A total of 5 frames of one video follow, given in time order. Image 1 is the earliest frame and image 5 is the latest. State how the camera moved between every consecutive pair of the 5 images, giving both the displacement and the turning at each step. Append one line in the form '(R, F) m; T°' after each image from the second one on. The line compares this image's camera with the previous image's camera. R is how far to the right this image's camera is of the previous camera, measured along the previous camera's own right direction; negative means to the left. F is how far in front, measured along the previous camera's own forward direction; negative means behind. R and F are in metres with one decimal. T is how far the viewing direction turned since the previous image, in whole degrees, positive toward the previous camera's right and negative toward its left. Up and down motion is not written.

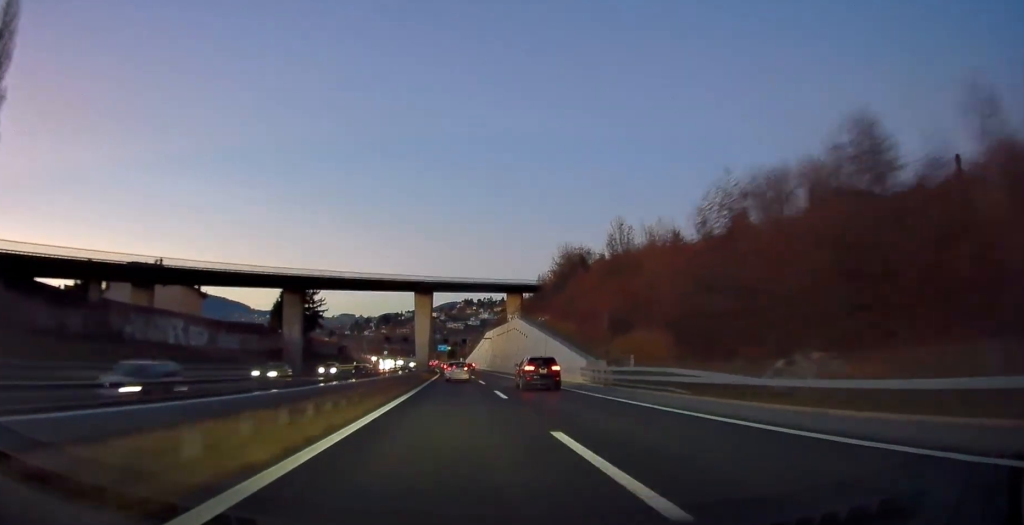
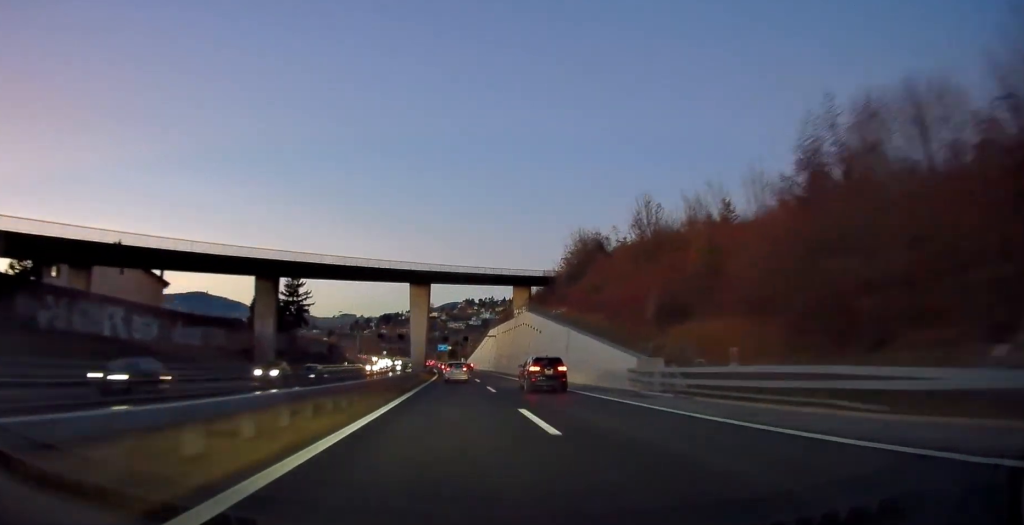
(0.0, +12.6) m; 0°
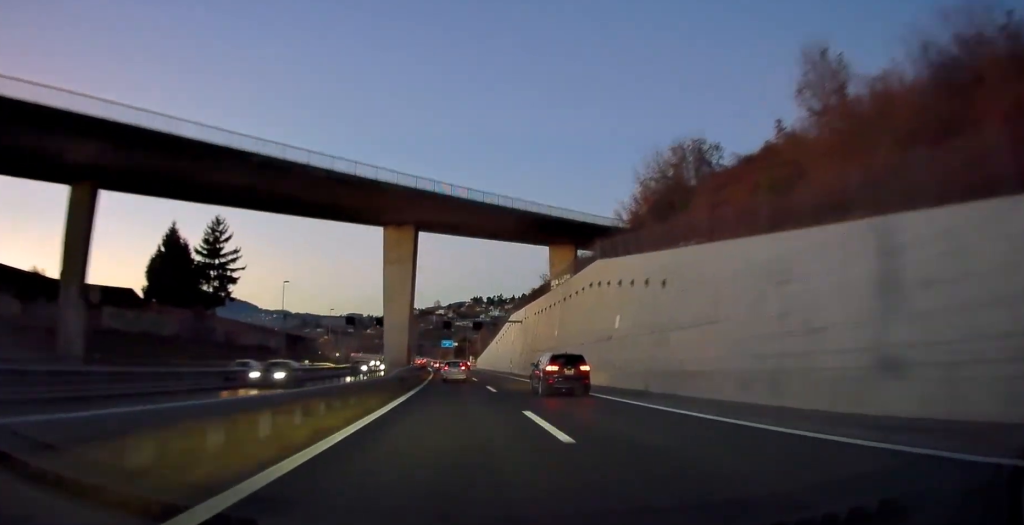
(-0.1, +37.7) m; 0°
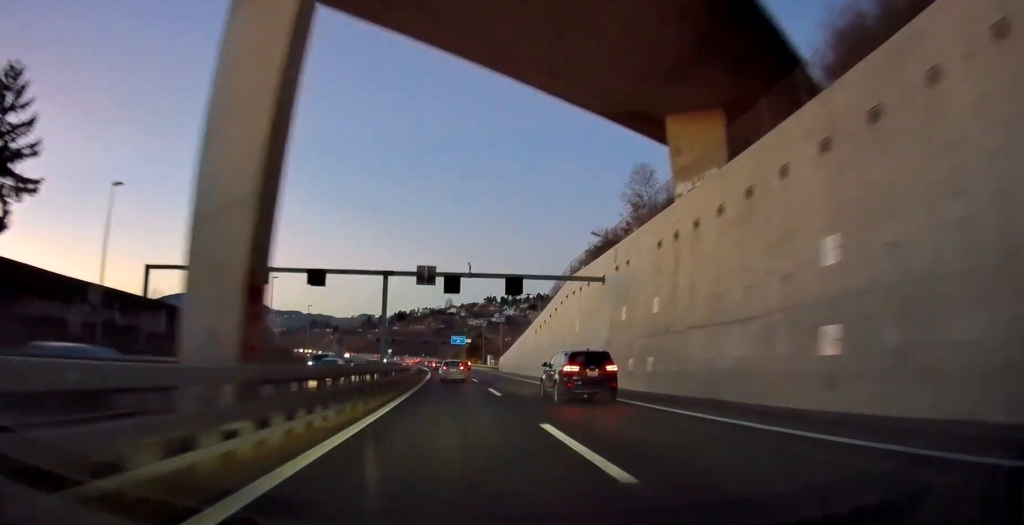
(-0.1, +39.5) m; 0°
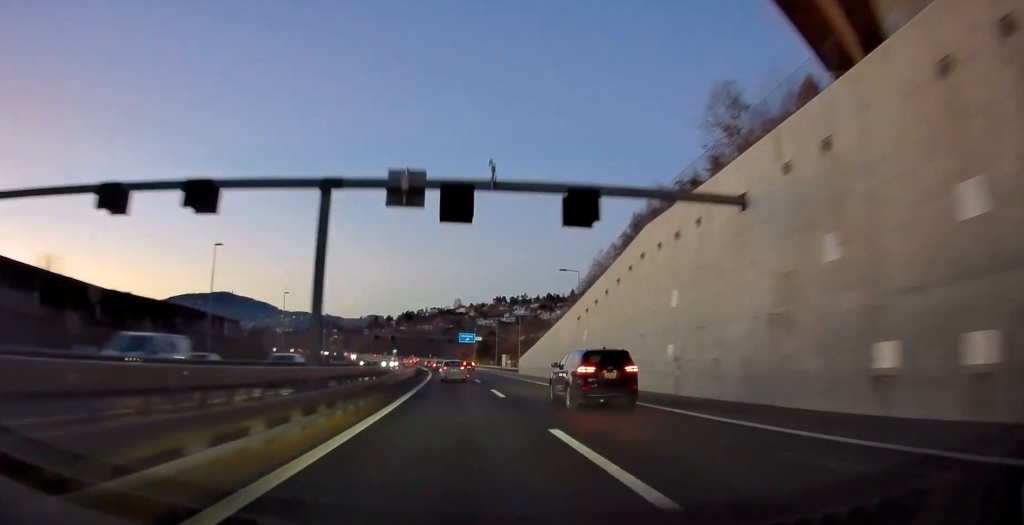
(0.0, +18.6) m; -1°
